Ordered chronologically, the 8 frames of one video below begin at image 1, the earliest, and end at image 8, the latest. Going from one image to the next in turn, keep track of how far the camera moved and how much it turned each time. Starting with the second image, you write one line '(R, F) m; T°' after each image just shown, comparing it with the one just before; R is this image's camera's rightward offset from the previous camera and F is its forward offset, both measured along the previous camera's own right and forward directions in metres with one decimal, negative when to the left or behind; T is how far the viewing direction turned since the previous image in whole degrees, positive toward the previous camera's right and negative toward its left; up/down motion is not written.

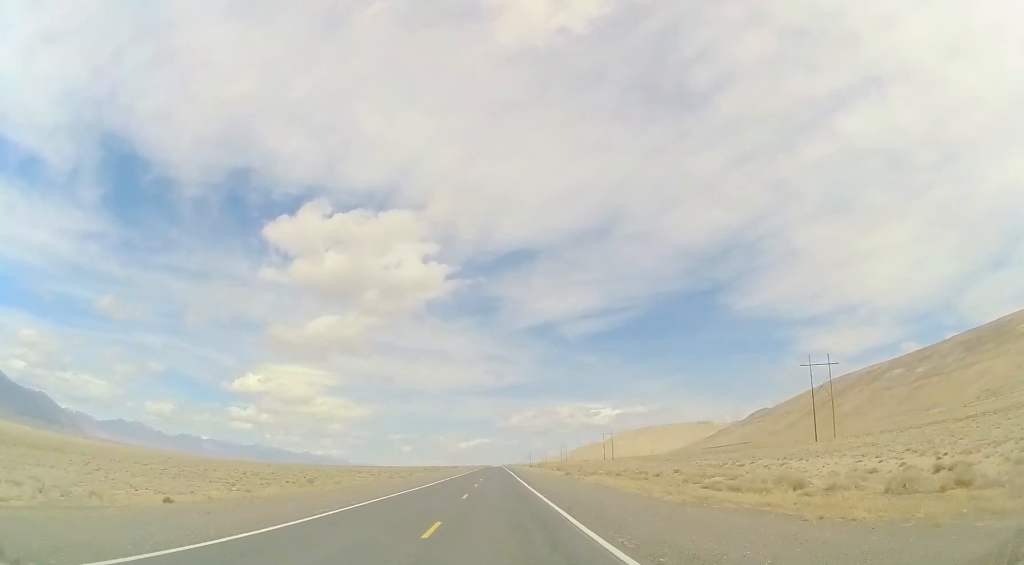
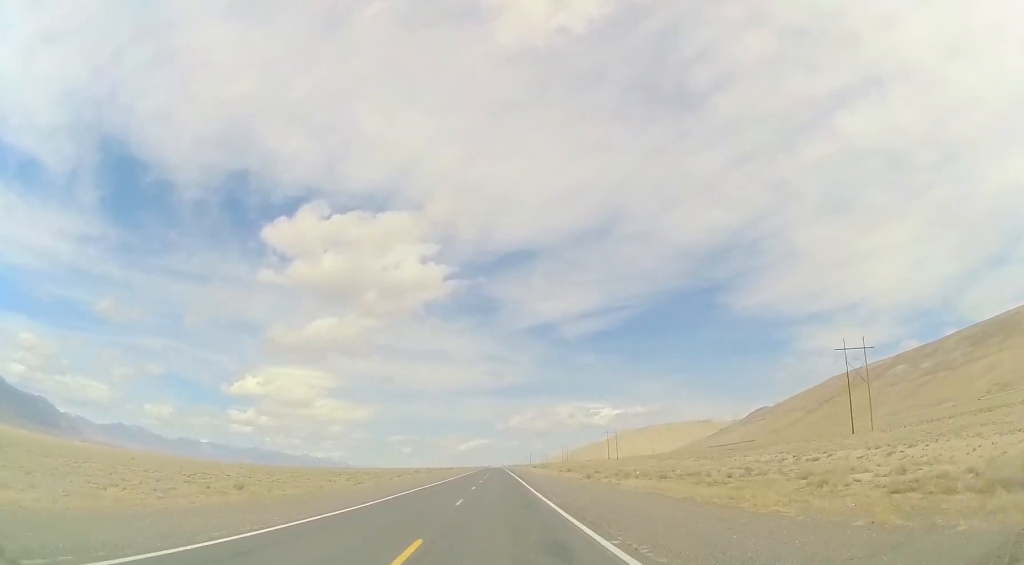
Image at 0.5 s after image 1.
(0.0, +17.2) m; 0°
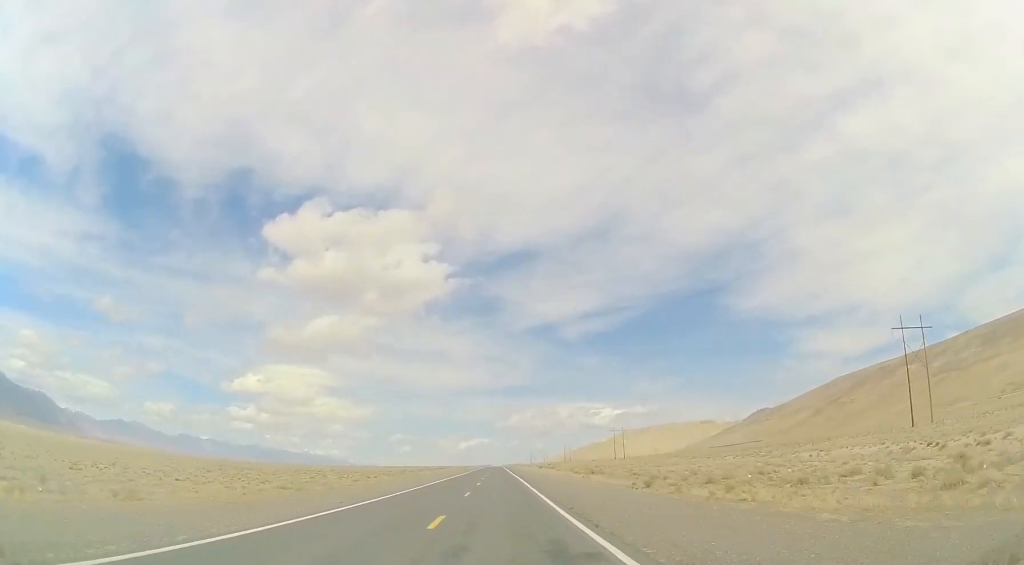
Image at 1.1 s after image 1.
(0.0, +22.1) m; 0°
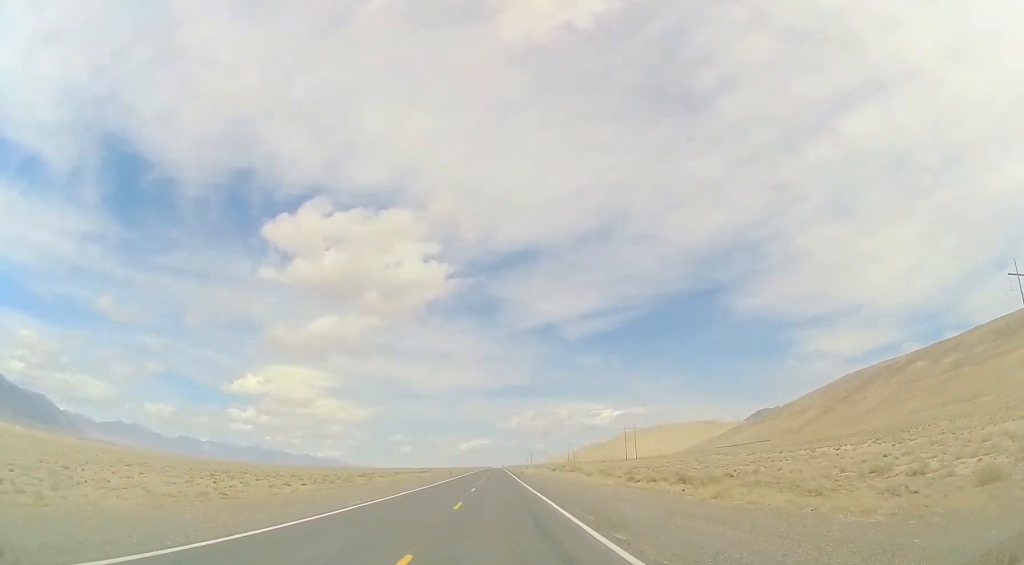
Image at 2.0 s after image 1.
(-0.1, +34.5) m; 0°
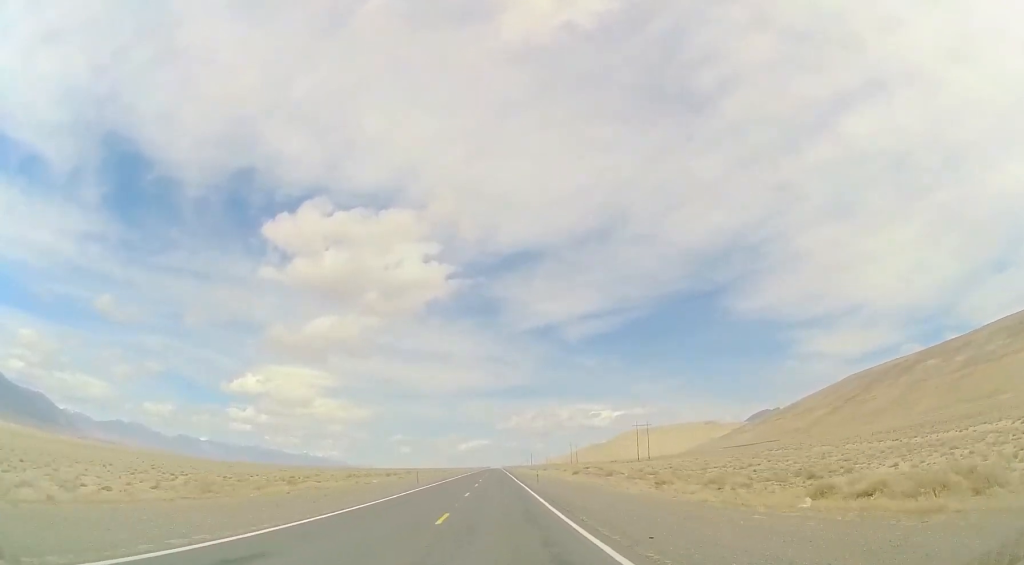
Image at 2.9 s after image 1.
(+0.2, +32.0) m; +1°
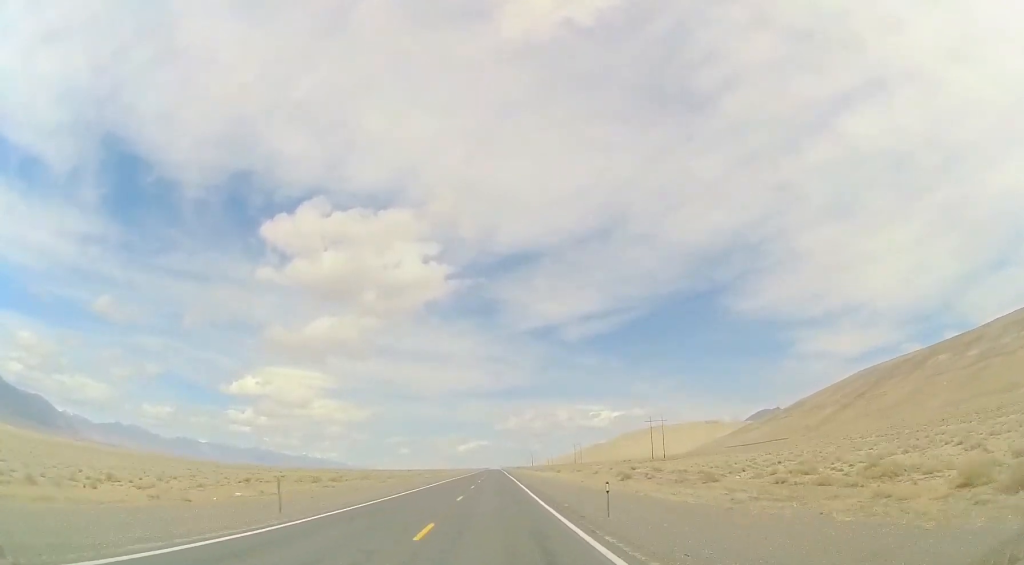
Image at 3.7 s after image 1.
(+0.1, +30.8) m; 0°
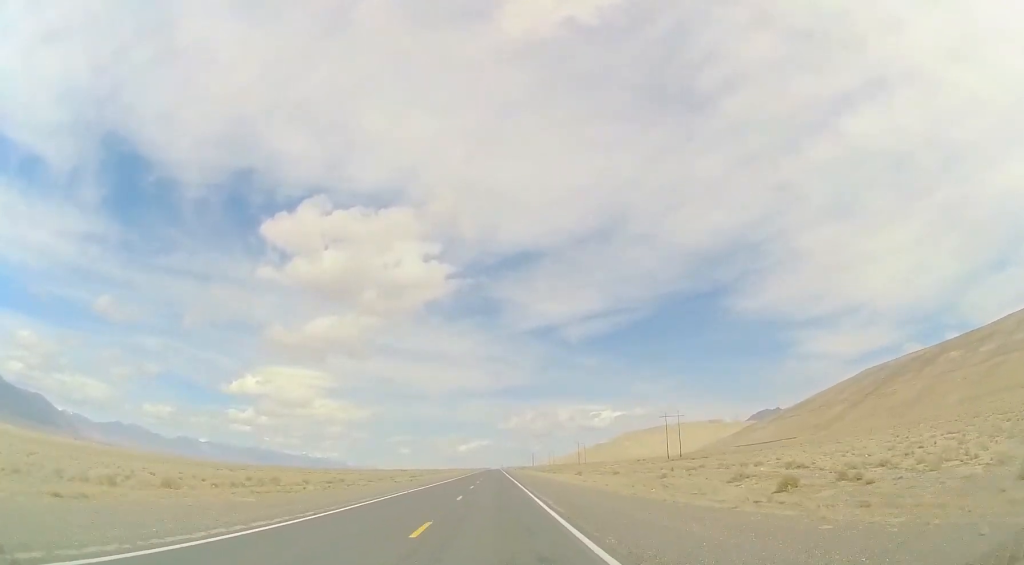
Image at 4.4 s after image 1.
(0.0, +27.0) m; 0°
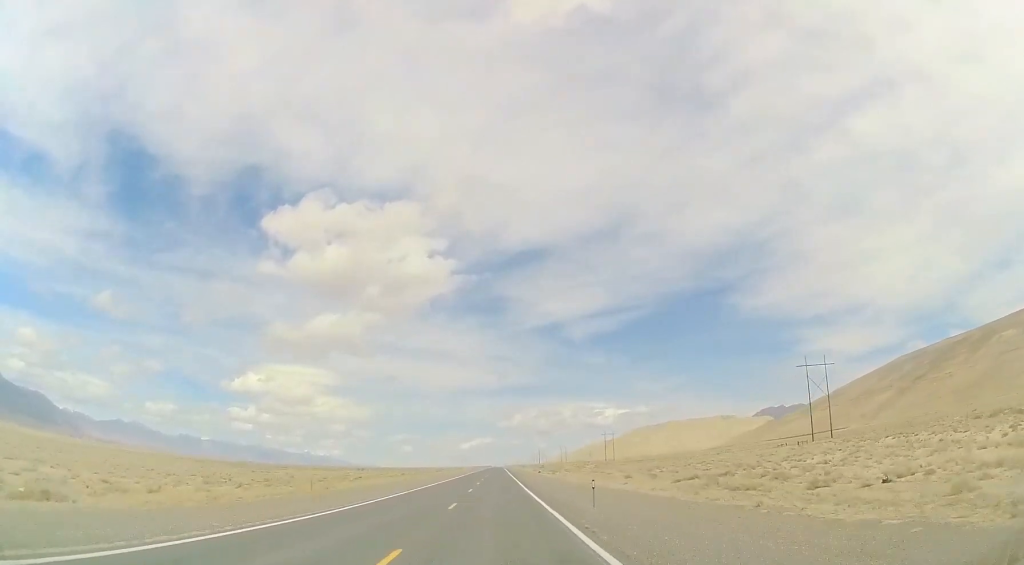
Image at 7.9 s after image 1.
(-1.3, +127.4) m; -1°
